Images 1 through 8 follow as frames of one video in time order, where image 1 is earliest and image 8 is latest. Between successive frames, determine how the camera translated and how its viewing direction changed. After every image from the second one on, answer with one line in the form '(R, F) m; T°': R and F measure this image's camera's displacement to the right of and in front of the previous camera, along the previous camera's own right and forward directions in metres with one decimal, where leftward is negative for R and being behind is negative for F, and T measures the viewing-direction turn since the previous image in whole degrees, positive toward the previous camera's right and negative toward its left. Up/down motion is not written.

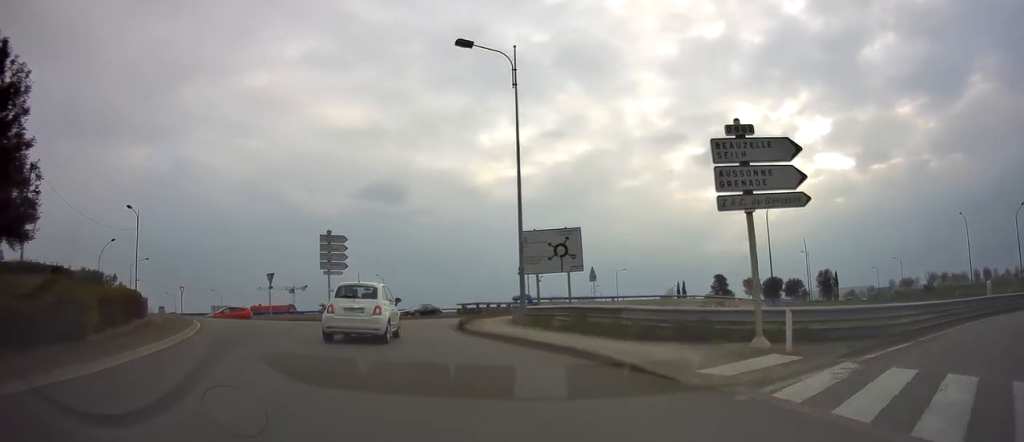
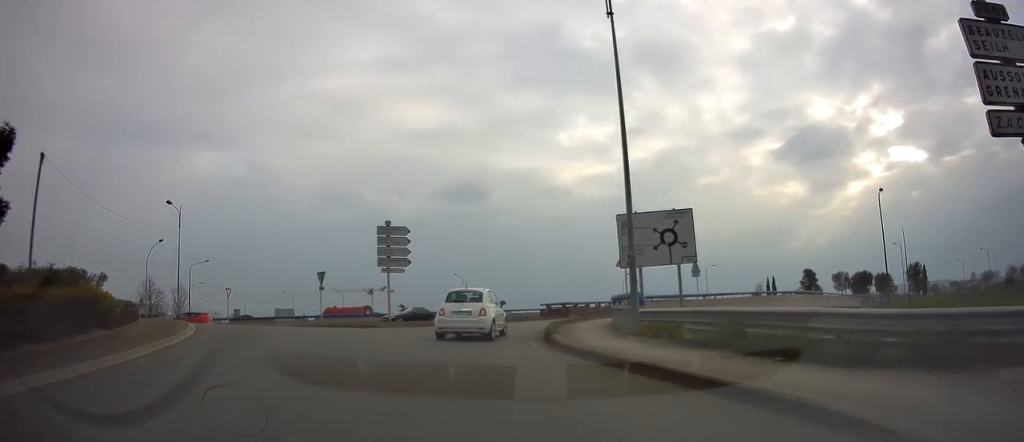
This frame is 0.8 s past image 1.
(-0.1, +7.3) m; +5°
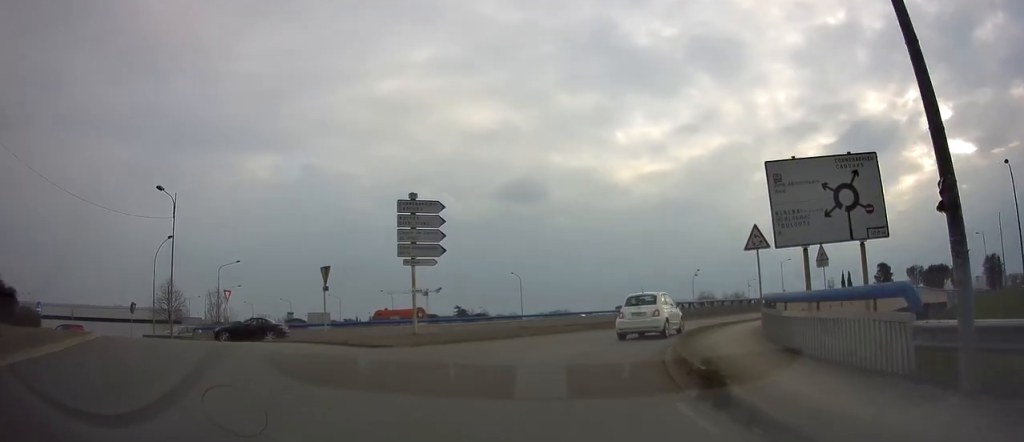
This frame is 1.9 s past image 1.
(+1.1, +10.7) m; +15°
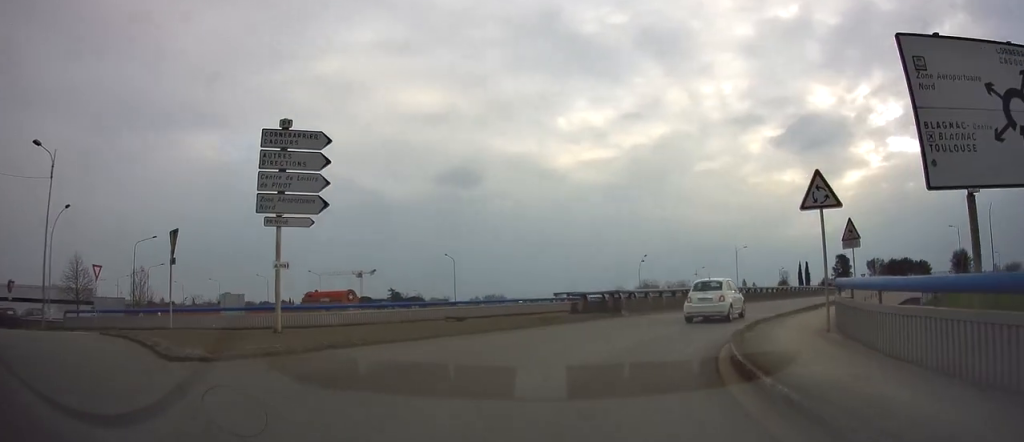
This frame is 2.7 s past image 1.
(+0.9, +7.8) m; +11°
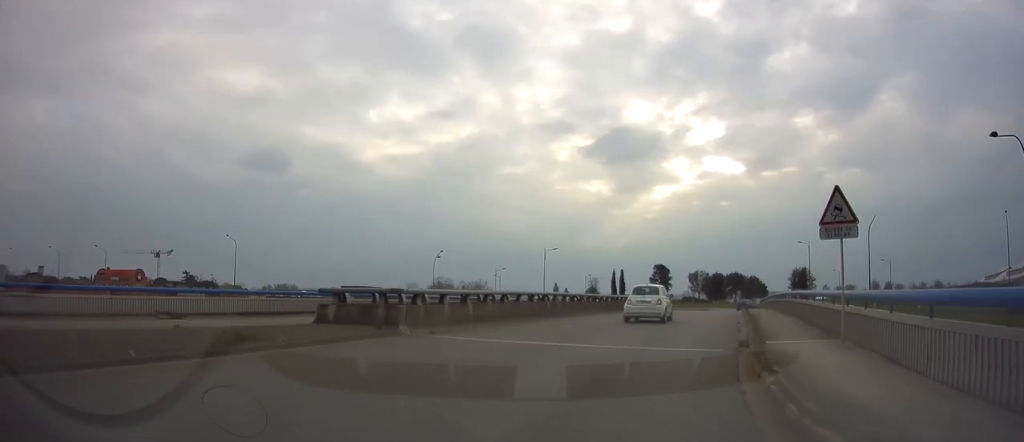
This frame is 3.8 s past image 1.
(+1.5, +12.1) m; +11°
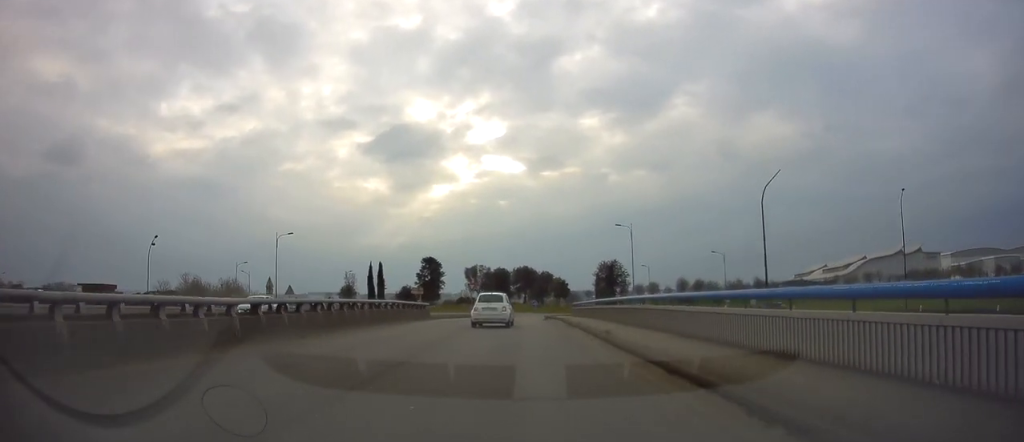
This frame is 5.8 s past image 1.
(+1.4, +24.4) m; +2°
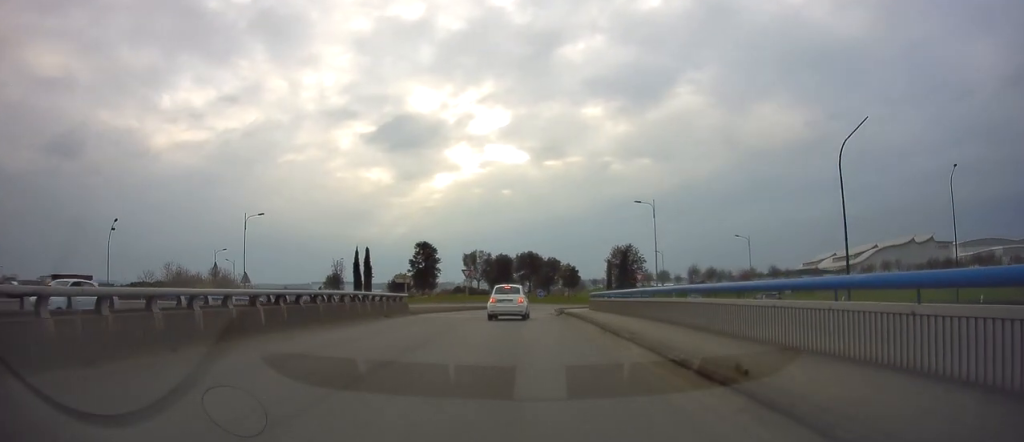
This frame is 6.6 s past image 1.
(-0.2, +9.2) m; 0°
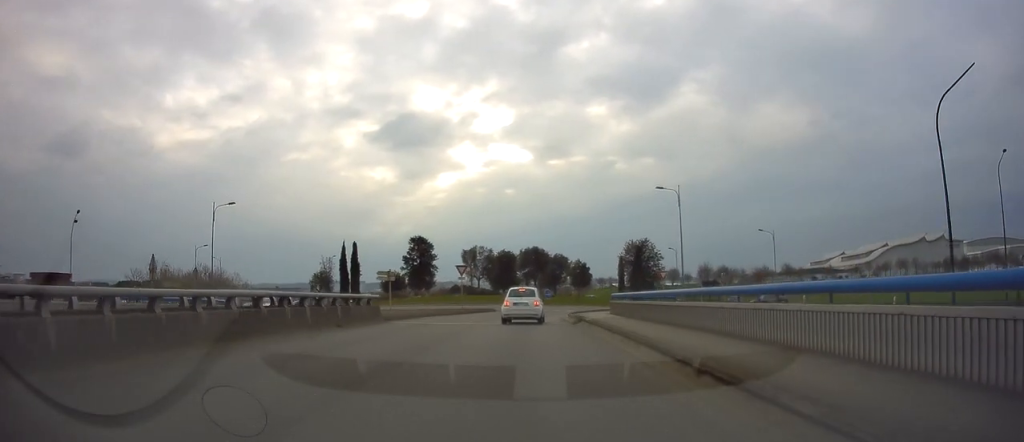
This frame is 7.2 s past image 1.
(-0.2, +7.0) m; +2°
